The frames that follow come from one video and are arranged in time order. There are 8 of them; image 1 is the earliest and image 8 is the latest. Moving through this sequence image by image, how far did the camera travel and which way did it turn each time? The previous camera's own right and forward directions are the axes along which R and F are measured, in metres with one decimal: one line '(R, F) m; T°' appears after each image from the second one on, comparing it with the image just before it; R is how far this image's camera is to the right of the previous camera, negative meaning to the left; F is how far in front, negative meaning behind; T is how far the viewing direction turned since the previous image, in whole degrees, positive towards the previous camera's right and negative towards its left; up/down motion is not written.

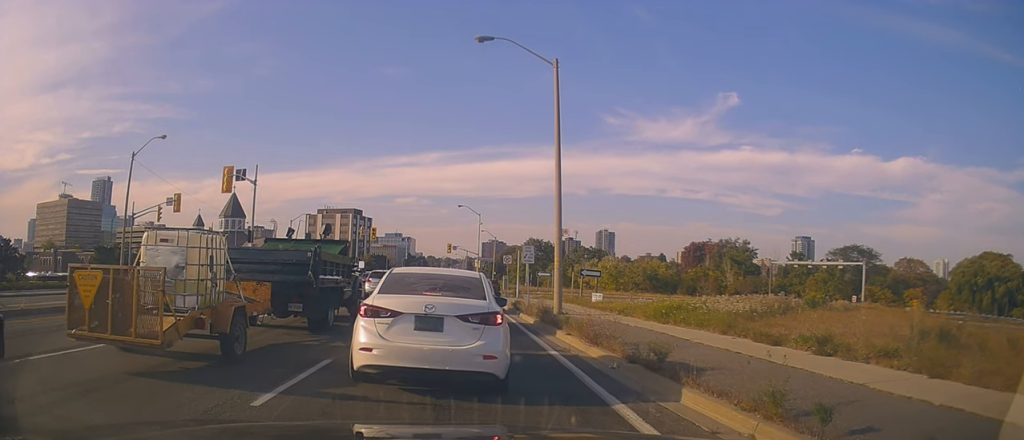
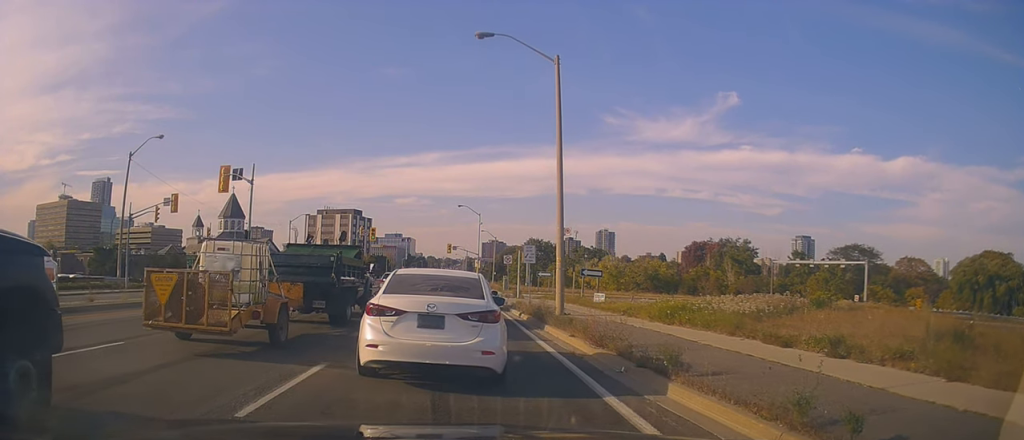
(0.0, 0.0) m; 0°
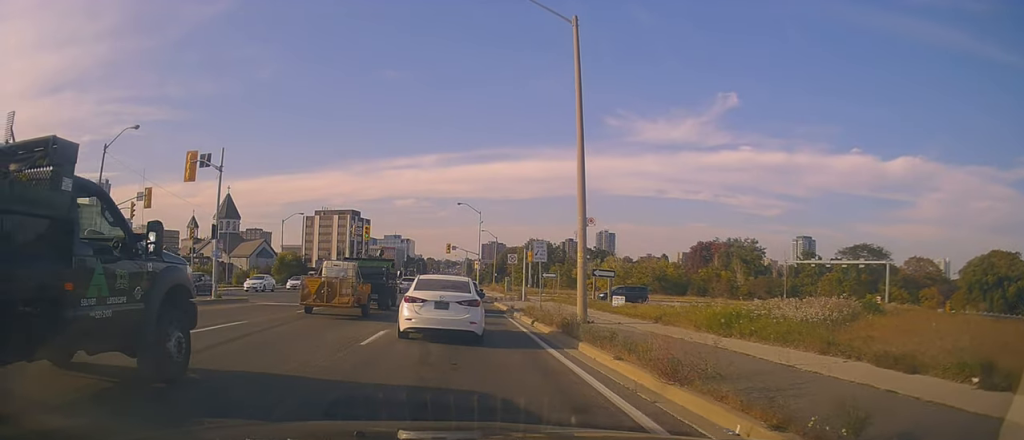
(+0.1, +0.7) m; 0°
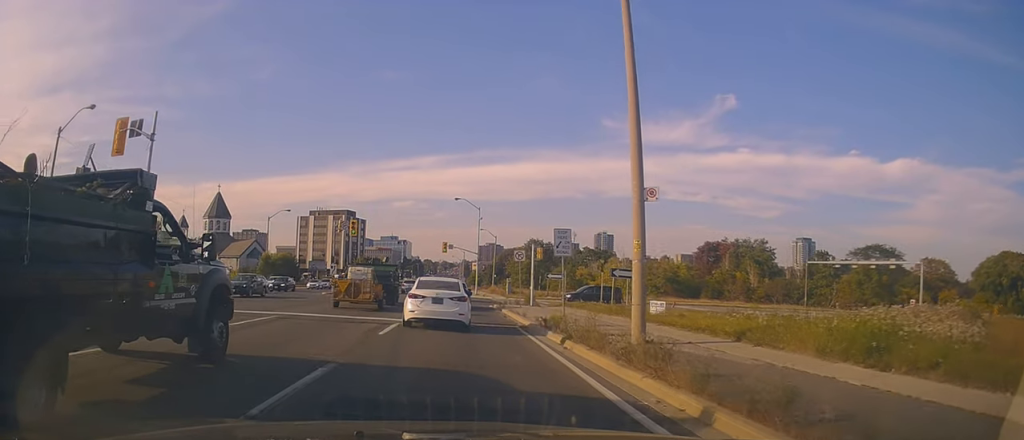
(0.0, +3.1) m; +3°
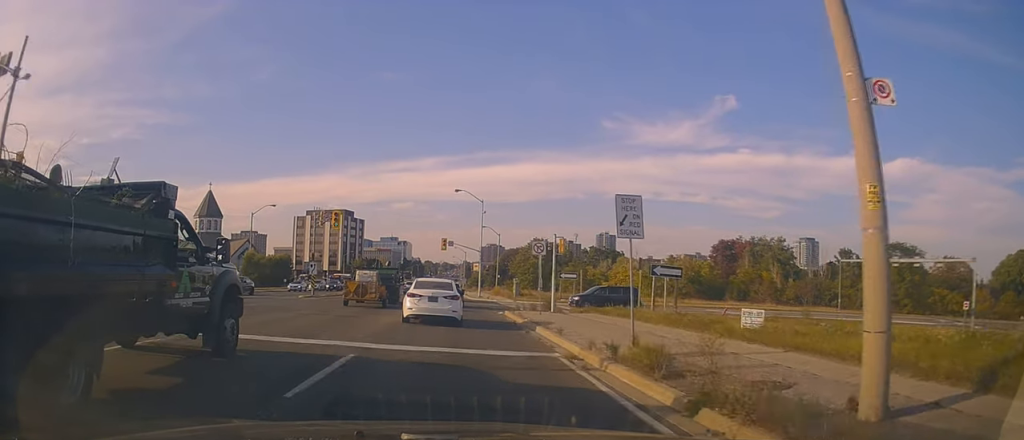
(+0.2, +4.7) m; -3°
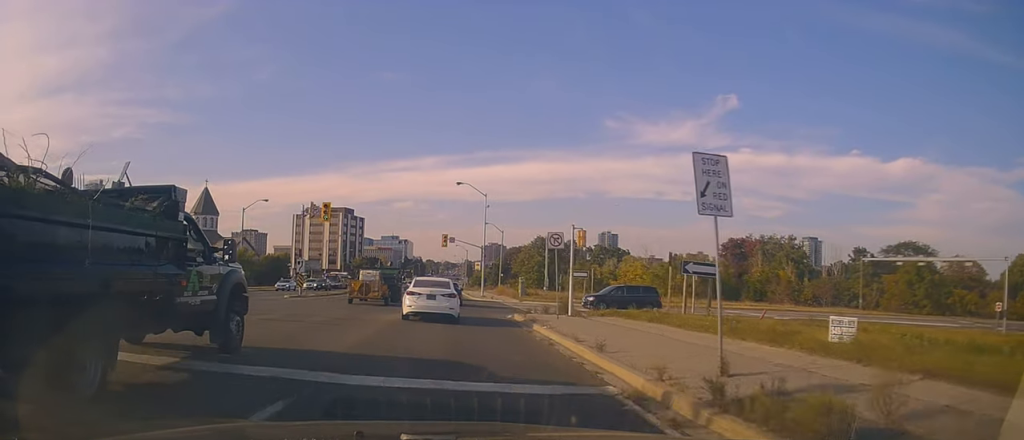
(0.0, +2.8) m; -2°
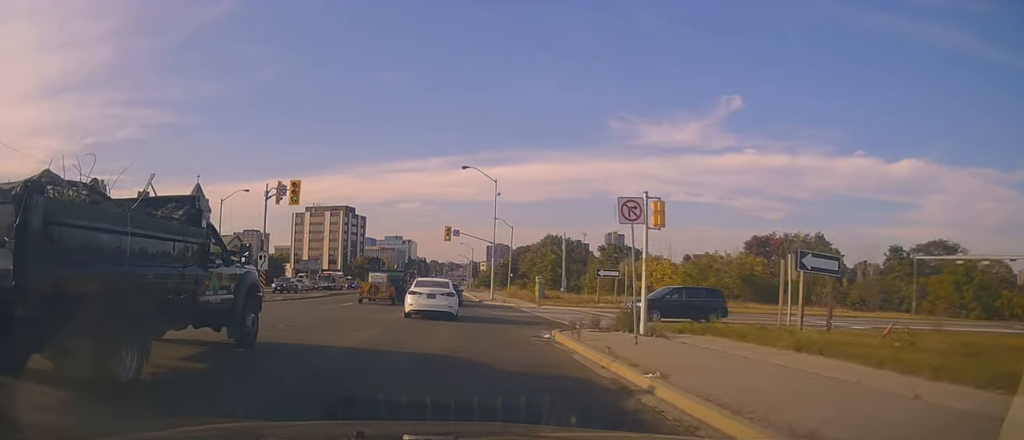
(-0.5, +7.0) m; -2°
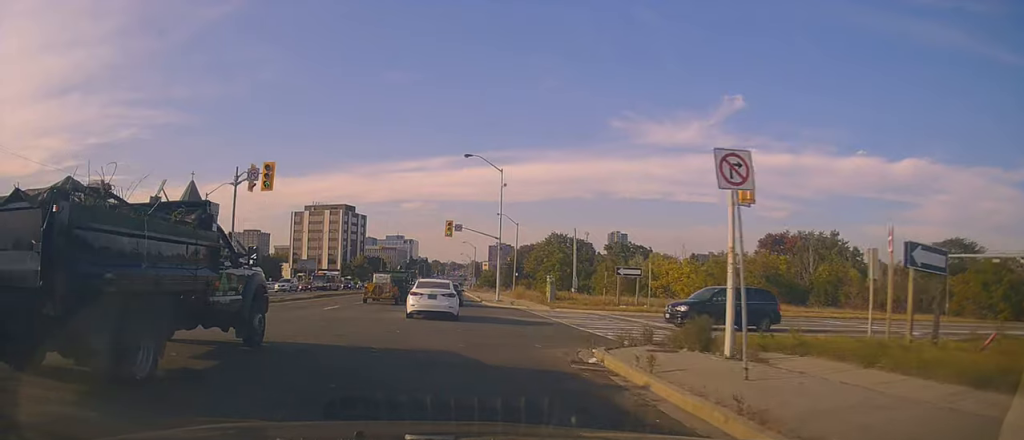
(+0.1, +4.2) m; +2°
